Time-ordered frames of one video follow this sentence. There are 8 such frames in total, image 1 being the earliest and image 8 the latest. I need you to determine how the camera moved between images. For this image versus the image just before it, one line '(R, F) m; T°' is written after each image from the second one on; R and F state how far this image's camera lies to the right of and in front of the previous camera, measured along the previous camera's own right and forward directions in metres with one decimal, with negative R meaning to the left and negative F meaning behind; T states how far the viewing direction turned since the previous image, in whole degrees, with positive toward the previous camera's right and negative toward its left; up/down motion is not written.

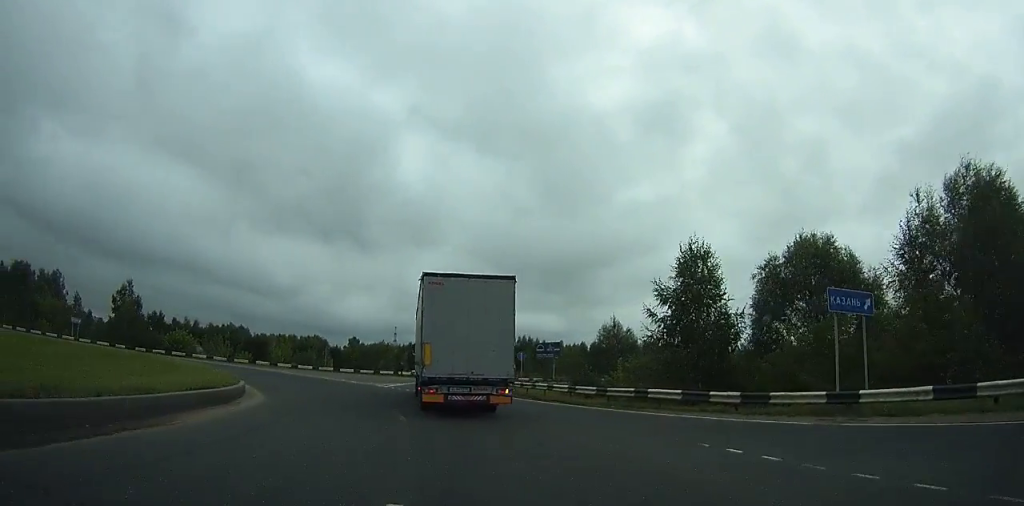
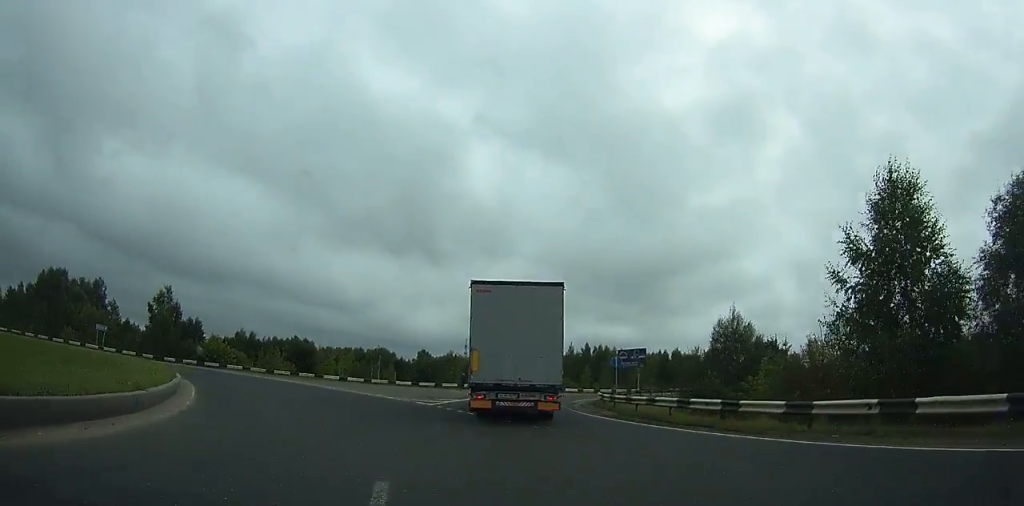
(-0.6, +10.9) m; -8°
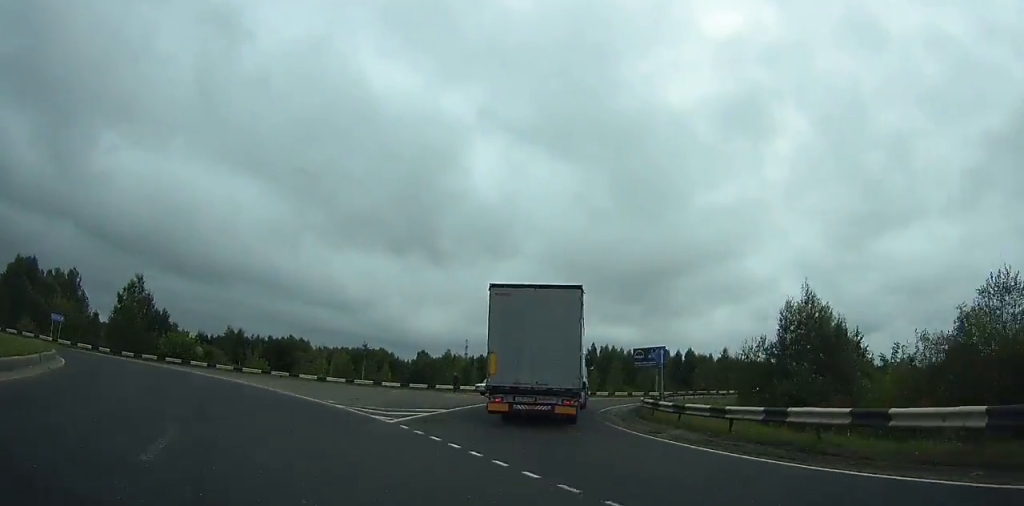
(-1.2, +9.7) m; -6°
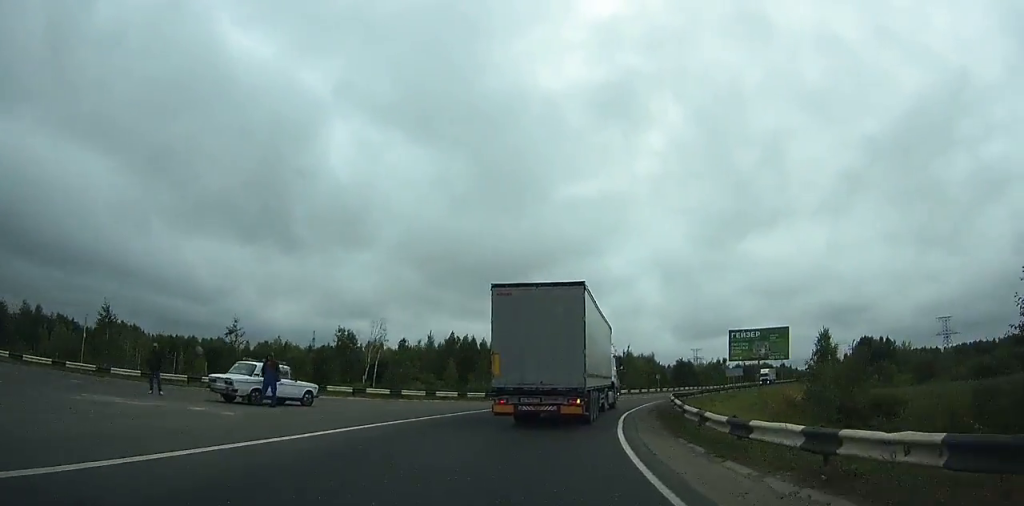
(-2.9, +26.7) m; -3°
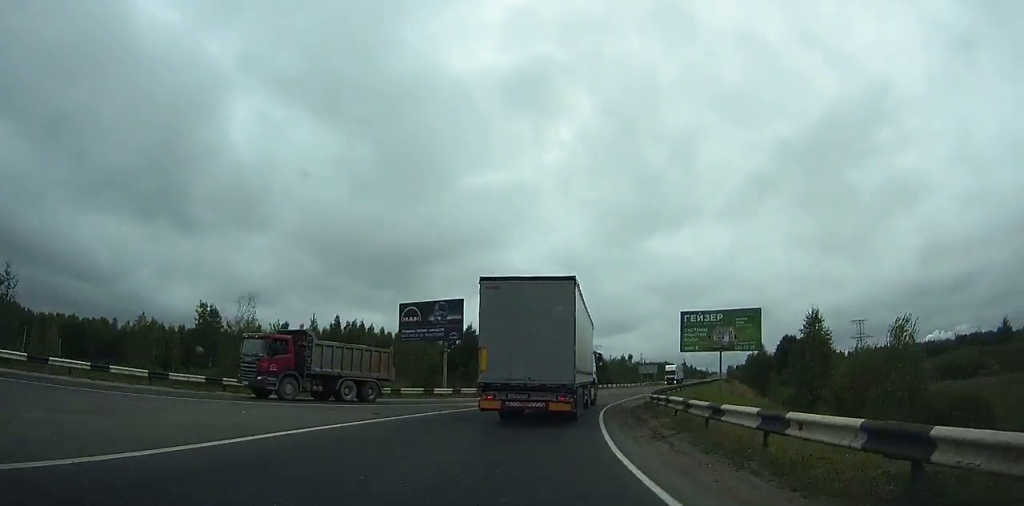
(+0.5, +14.3) m; +5°
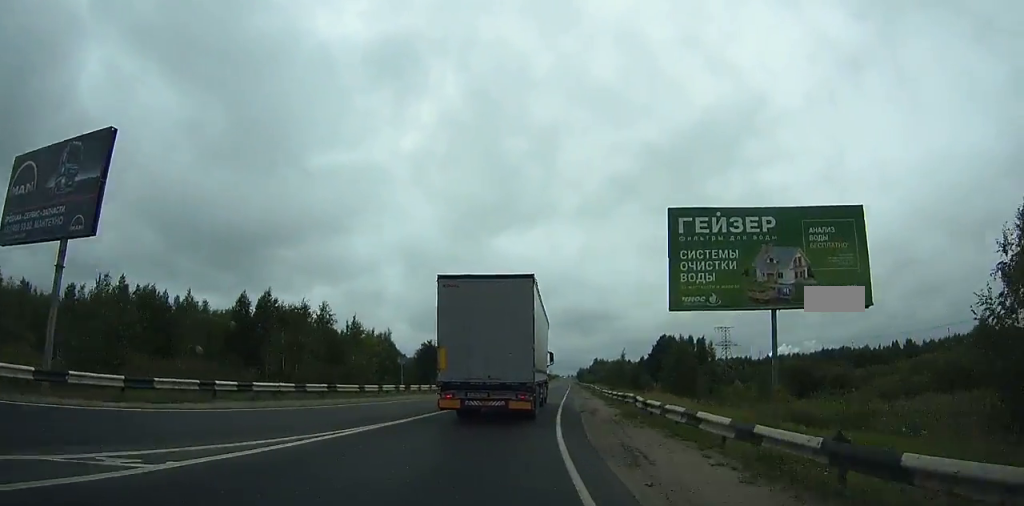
(+3.2, +27.0) m; +15°
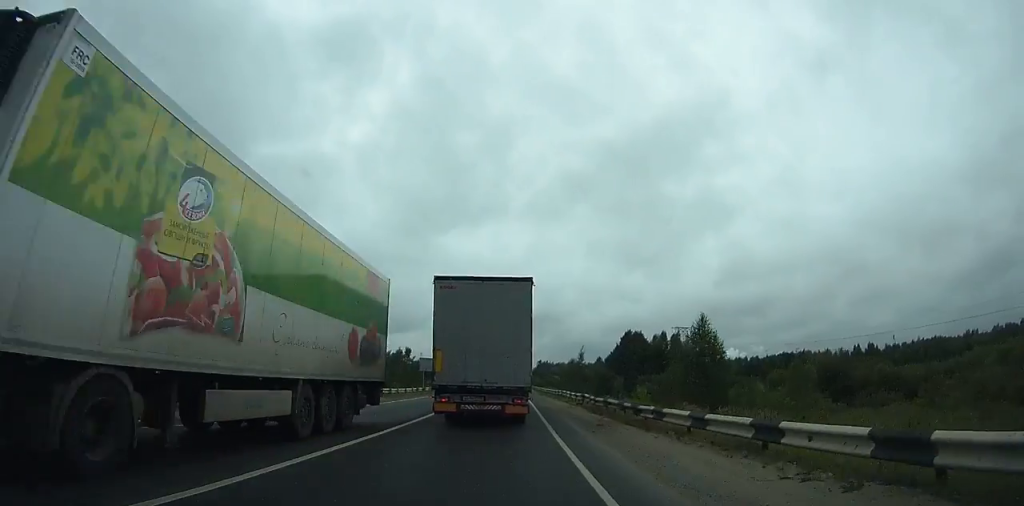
(+1.7, +19.7) m; +10°
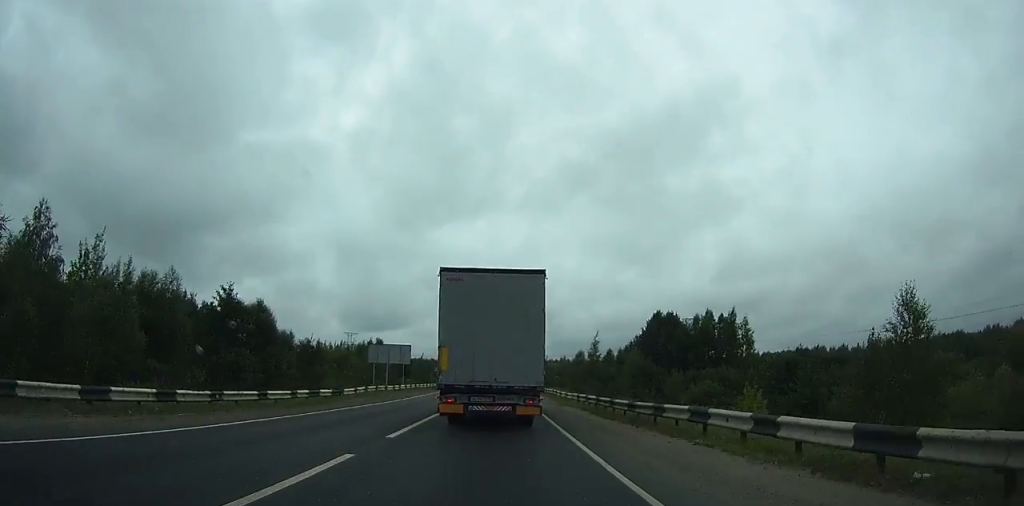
(+3.2, +27.8) m; +9°
